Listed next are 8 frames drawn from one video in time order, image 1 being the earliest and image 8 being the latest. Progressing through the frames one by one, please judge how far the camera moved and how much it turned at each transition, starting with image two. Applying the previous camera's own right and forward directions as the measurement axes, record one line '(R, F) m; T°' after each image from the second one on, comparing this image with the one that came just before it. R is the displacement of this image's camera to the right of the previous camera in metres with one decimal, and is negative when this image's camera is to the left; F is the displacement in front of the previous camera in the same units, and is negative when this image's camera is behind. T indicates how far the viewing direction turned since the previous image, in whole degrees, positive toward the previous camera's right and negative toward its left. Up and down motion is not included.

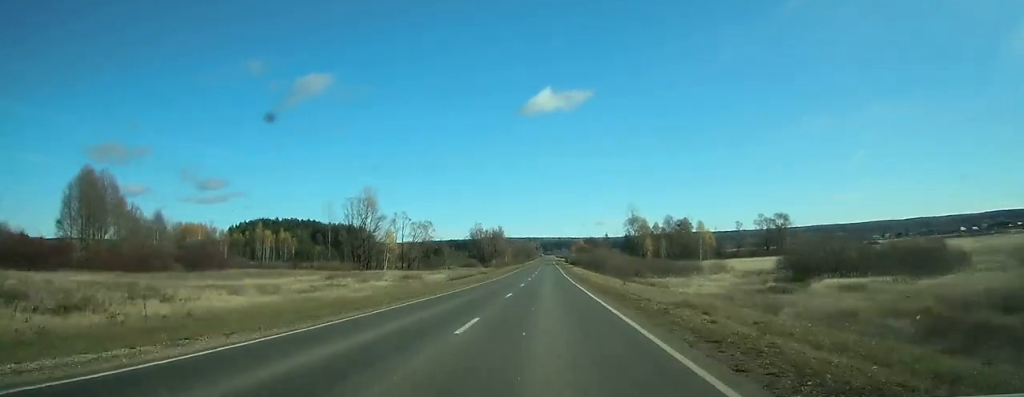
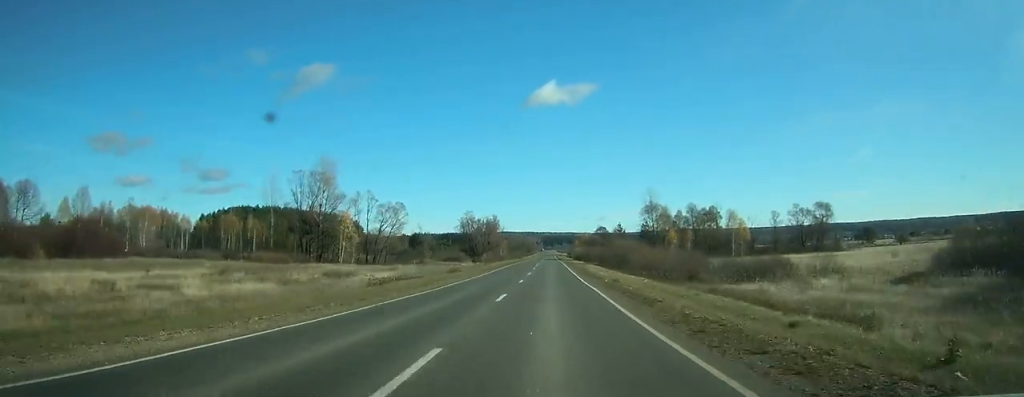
(-0.1, +26.1) m; 0°
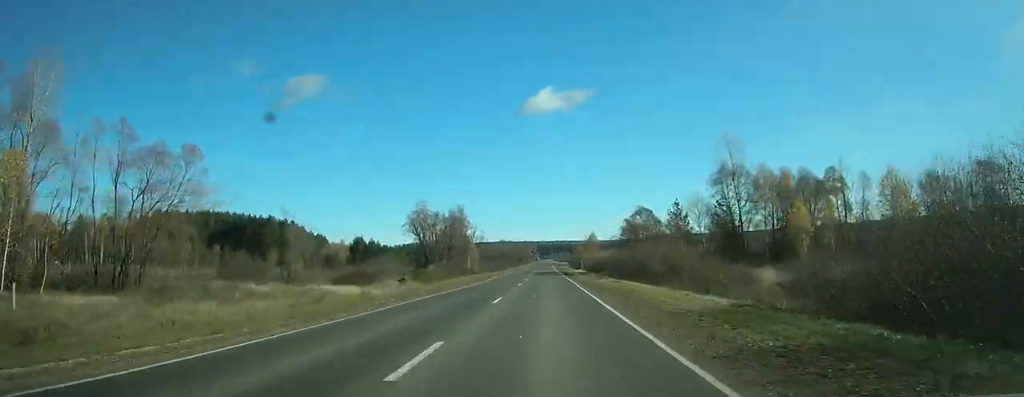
(-0.4, +71.9) m; -1°
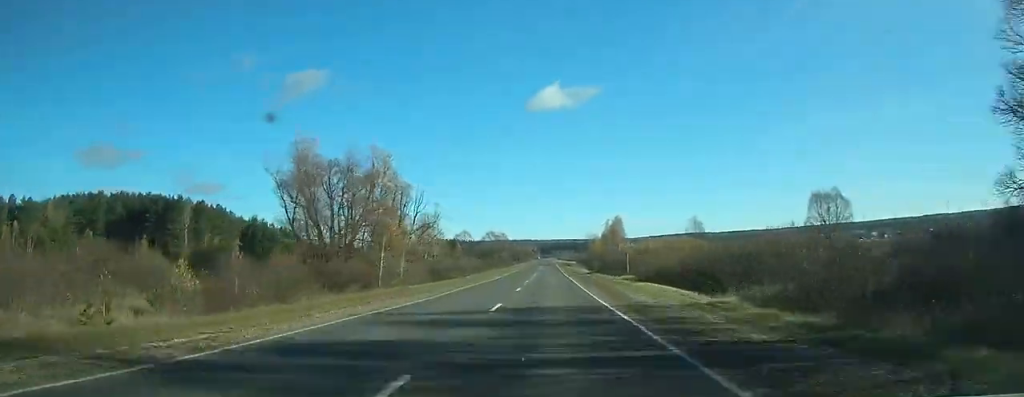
(-0.3, +76.2) m; 0°
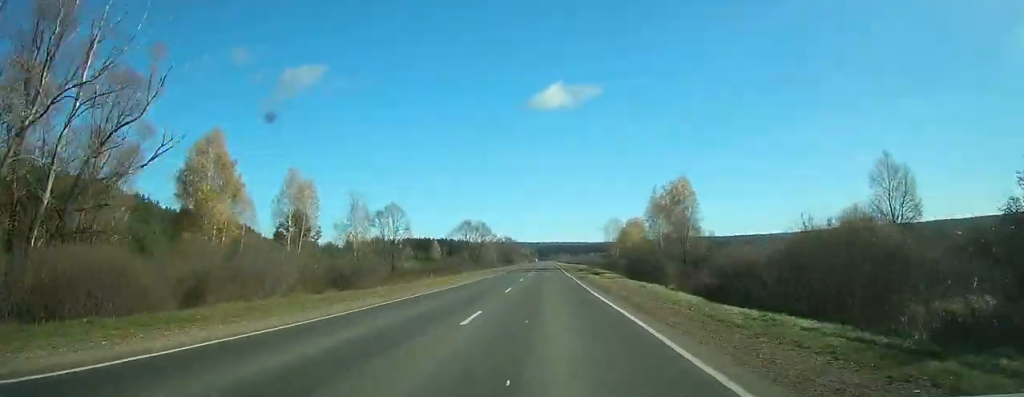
(+0.3, +71.0) m; 0°
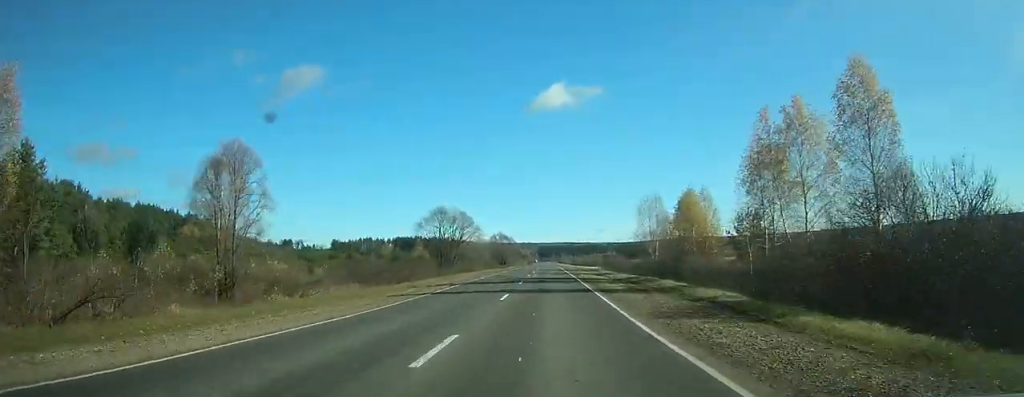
(-0.1, +41.9) m; 0°
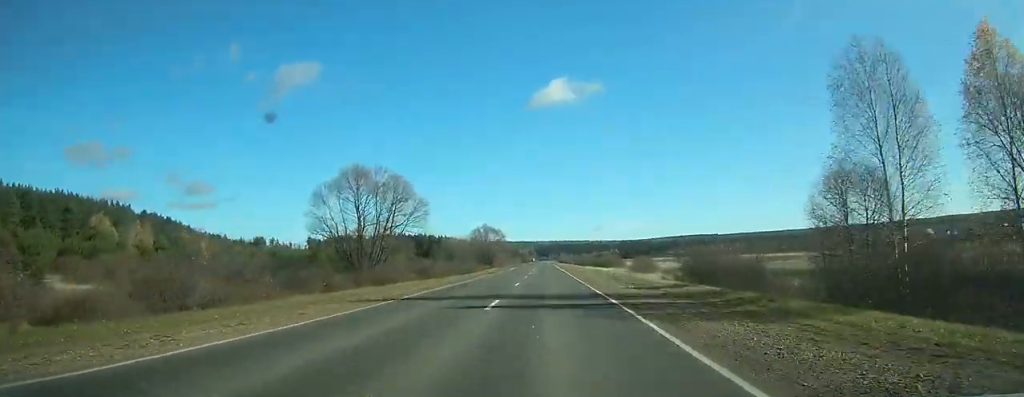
(0.0, +53.9) m; 0°
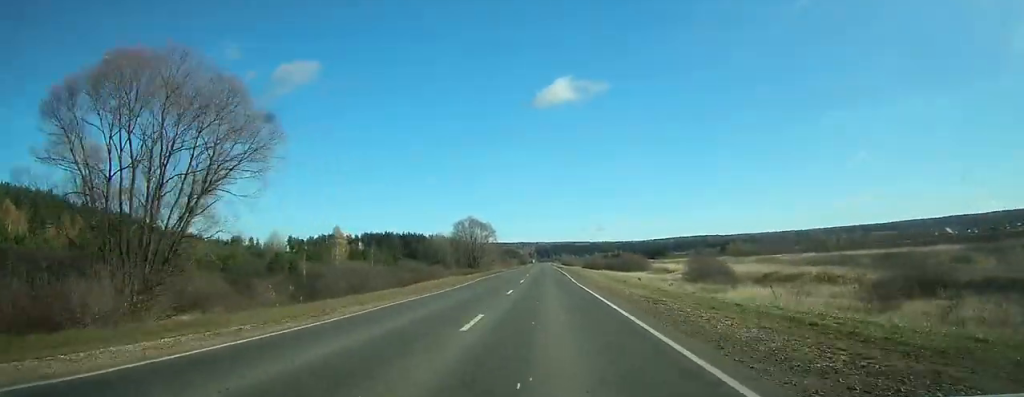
(+0.1, +40.0) m; 0°
